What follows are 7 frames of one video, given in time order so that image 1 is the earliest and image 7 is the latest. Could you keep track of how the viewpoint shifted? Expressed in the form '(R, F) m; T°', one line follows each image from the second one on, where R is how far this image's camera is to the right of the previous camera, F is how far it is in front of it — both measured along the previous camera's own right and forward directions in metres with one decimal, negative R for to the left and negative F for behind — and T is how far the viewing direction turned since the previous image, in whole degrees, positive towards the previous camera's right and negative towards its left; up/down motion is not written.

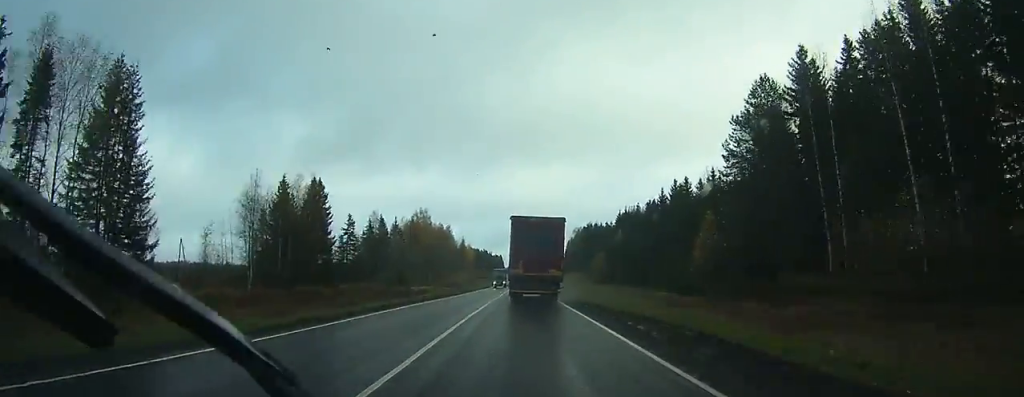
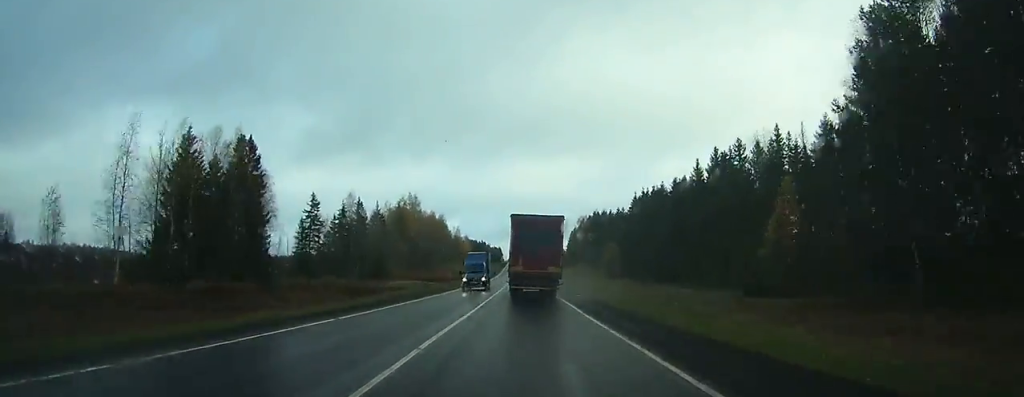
(0.0, +21.7) m; 0°
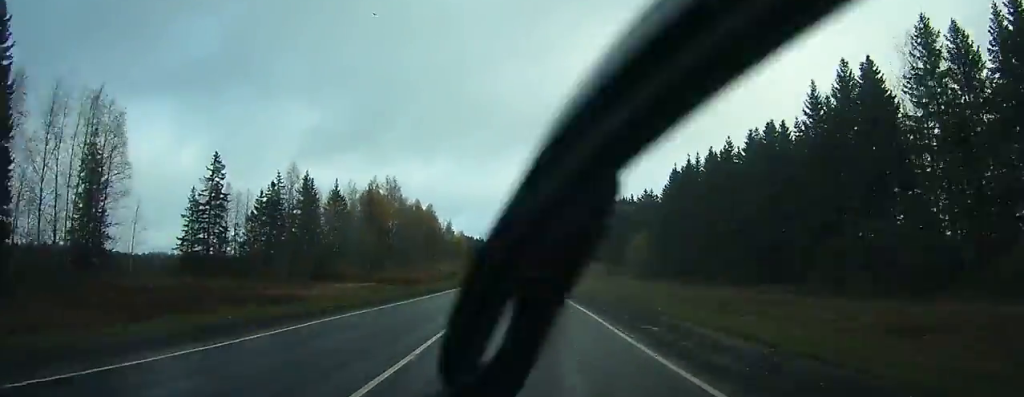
(+0.2, +33.9) m; 0°
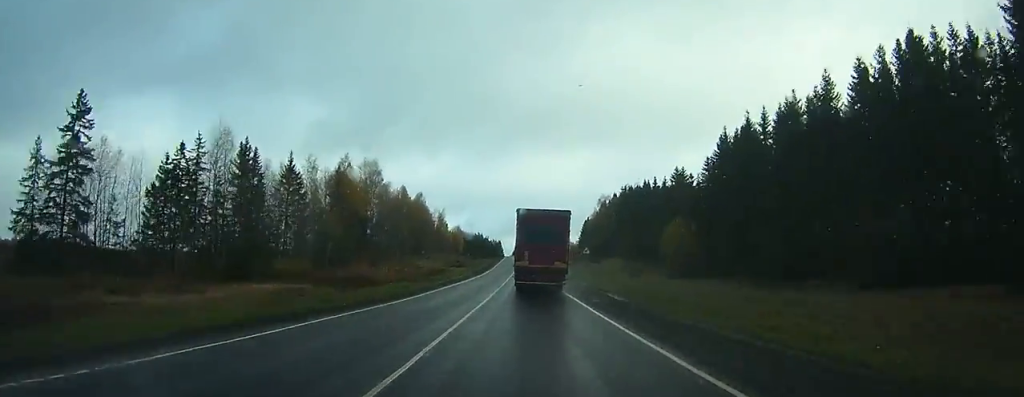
(-0.1, +24.0) m; 0°
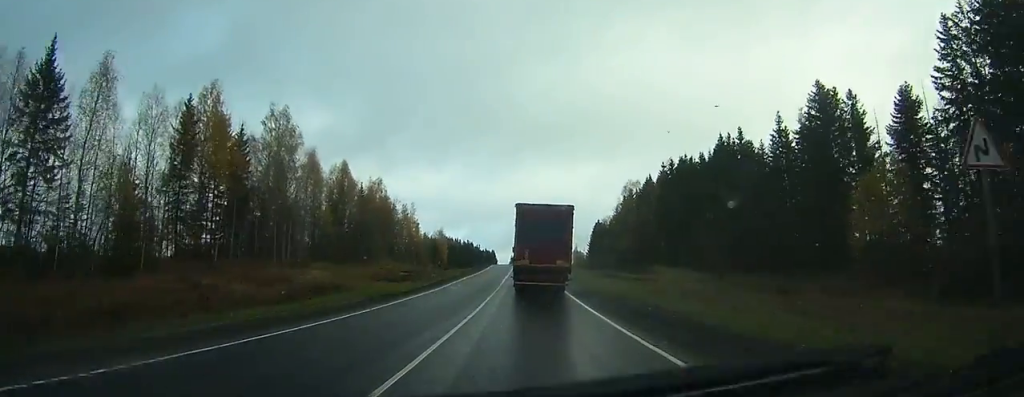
(-0.1, +50.9) m; 0°
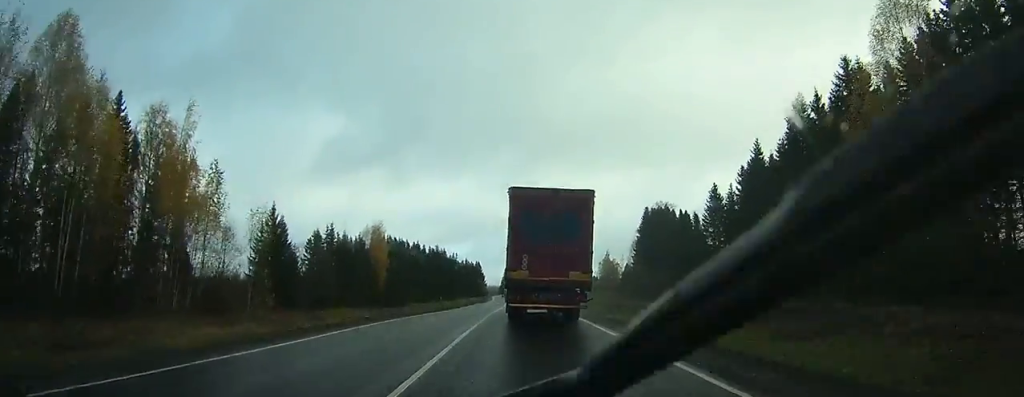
(+0.4, +100.9) m; 0°
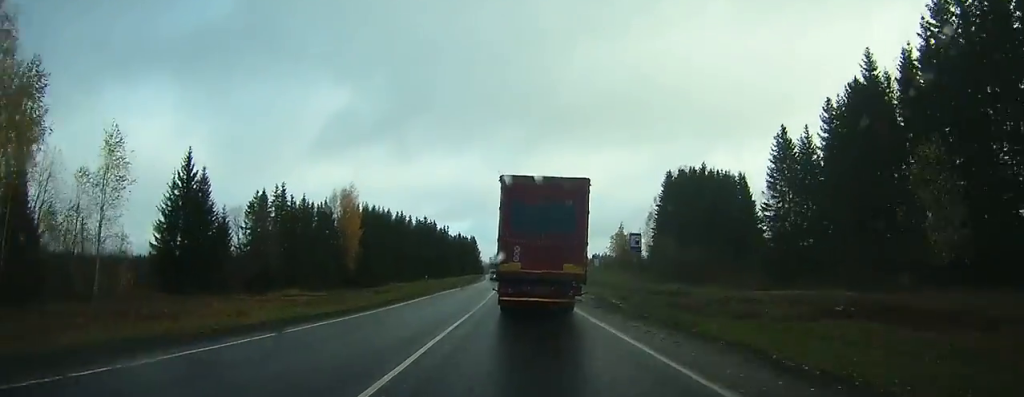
(0.0, +24.1) m; 0°
